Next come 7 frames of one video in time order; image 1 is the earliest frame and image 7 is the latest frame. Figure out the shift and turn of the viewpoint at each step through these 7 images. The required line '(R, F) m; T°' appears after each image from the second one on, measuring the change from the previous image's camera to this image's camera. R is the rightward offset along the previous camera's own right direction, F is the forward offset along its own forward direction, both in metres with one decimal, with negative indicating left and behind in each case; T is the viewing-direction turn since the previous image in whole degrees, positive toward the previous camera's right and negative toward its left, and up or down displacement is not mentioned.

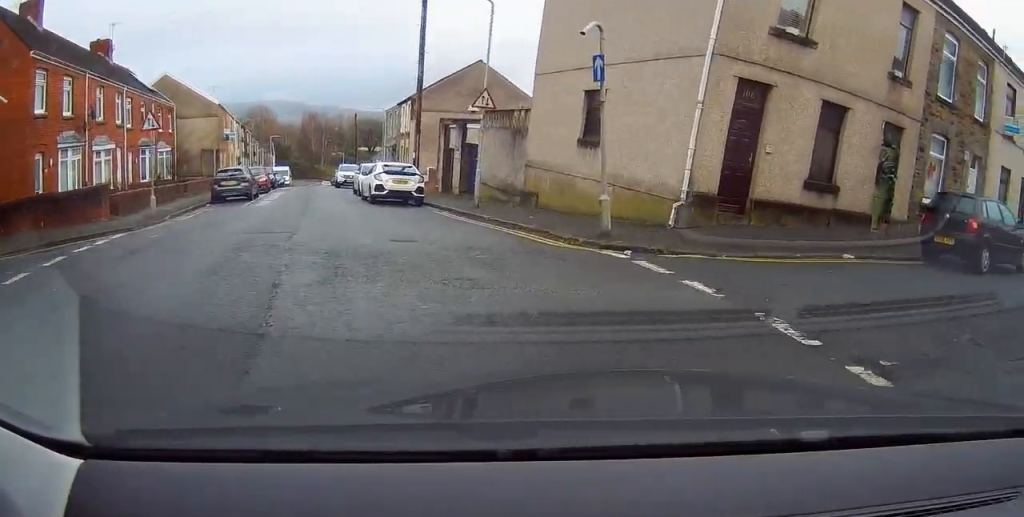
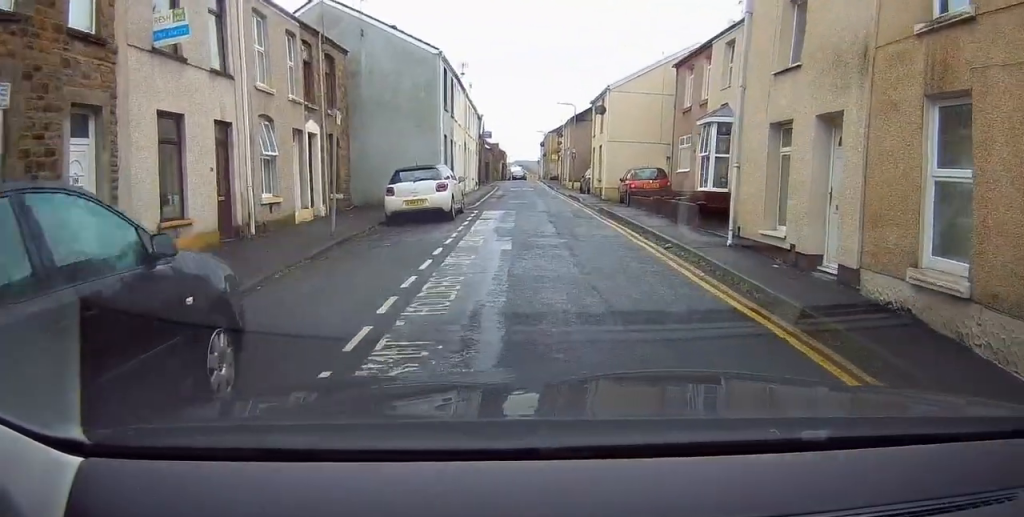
(+5.6, +9.2) m; +40°
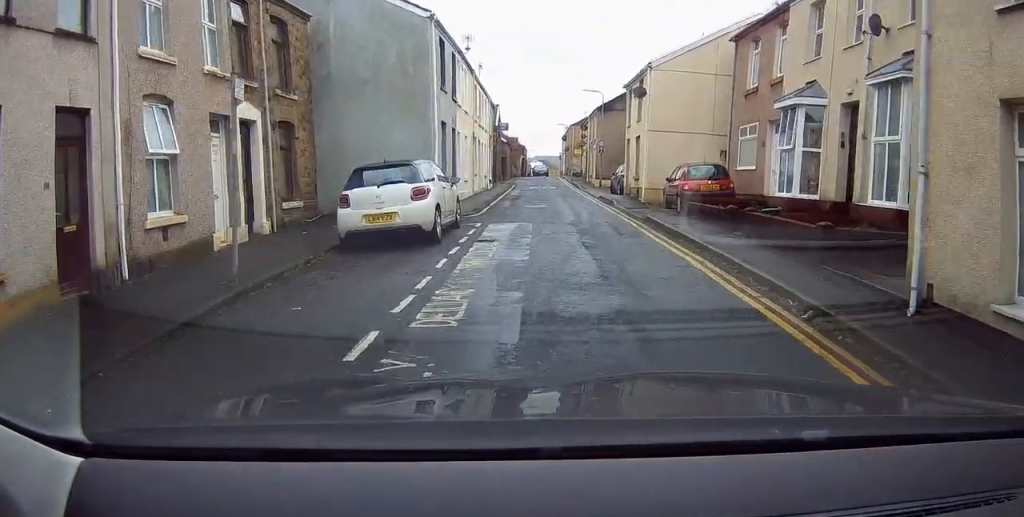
(-0.1, +5.5) m; +1°
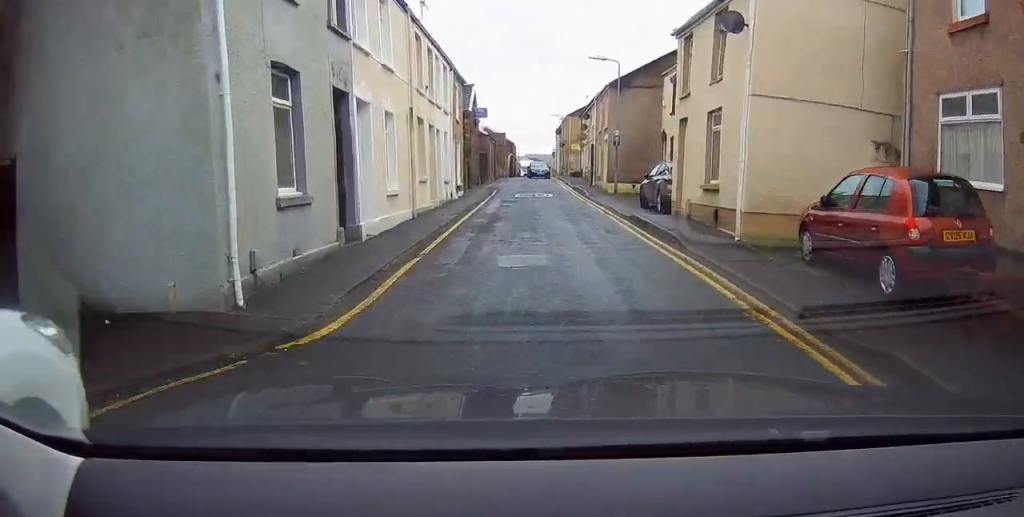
(+0.3, +10.6) m; +1°
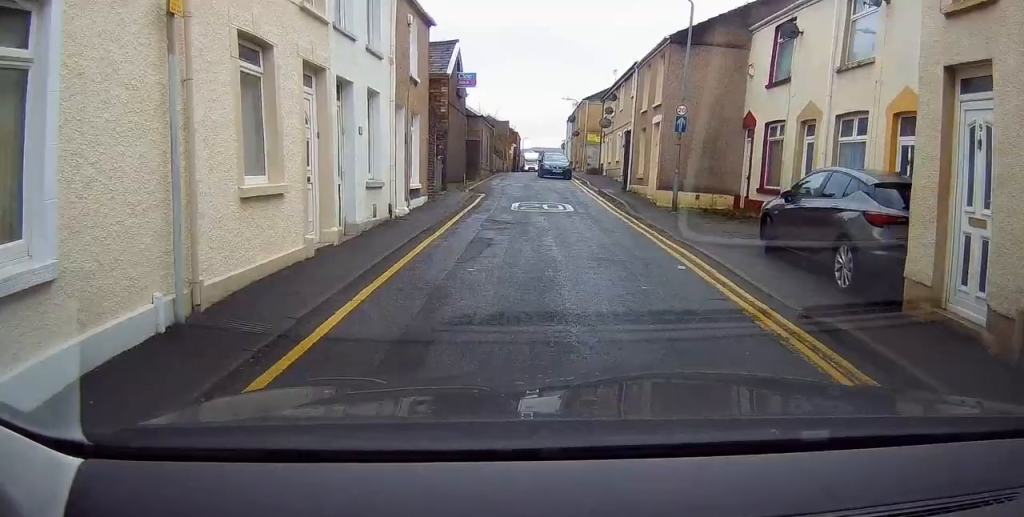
(+0.1, +9.6) m; 0°
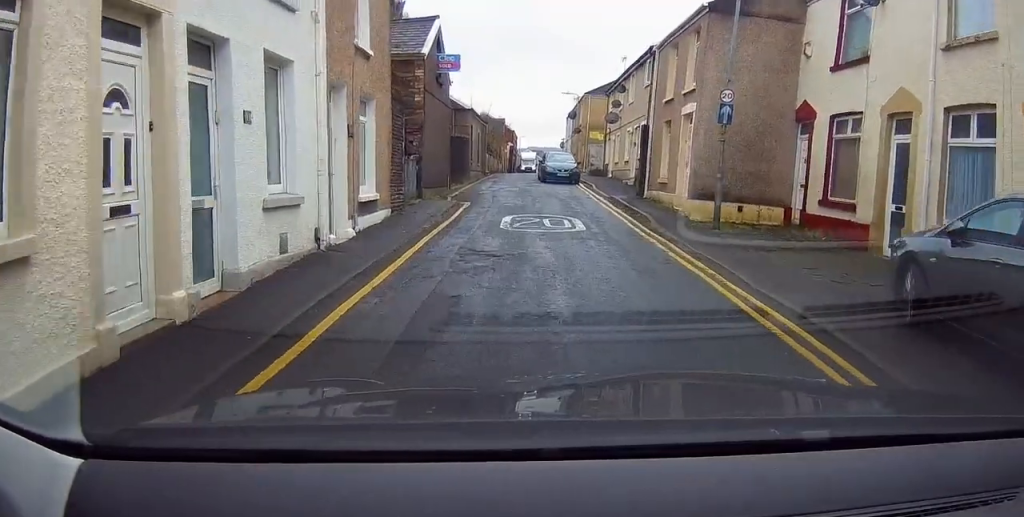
(0.0, +3.4) m; -1°
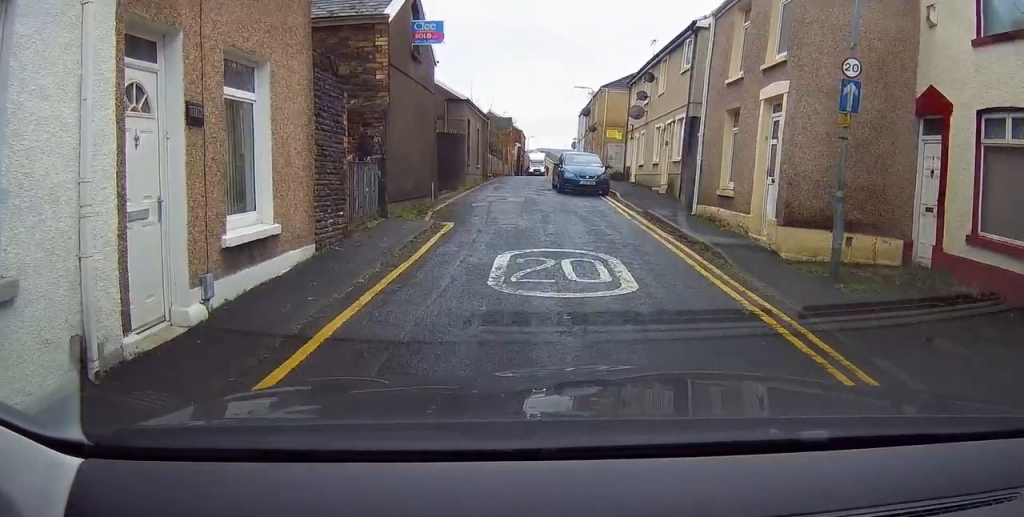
(-0.1, +5.1) m; -2°
